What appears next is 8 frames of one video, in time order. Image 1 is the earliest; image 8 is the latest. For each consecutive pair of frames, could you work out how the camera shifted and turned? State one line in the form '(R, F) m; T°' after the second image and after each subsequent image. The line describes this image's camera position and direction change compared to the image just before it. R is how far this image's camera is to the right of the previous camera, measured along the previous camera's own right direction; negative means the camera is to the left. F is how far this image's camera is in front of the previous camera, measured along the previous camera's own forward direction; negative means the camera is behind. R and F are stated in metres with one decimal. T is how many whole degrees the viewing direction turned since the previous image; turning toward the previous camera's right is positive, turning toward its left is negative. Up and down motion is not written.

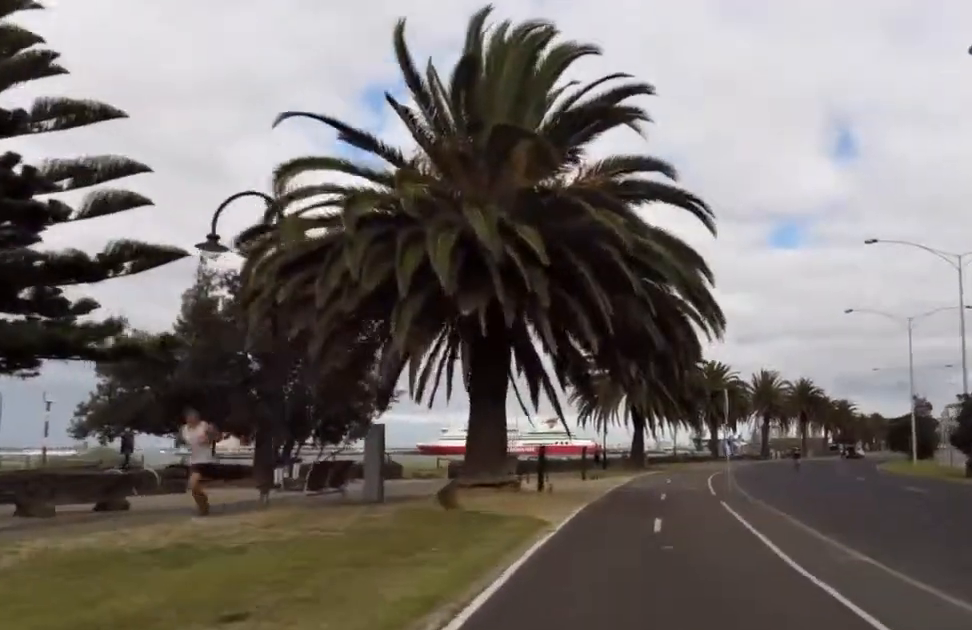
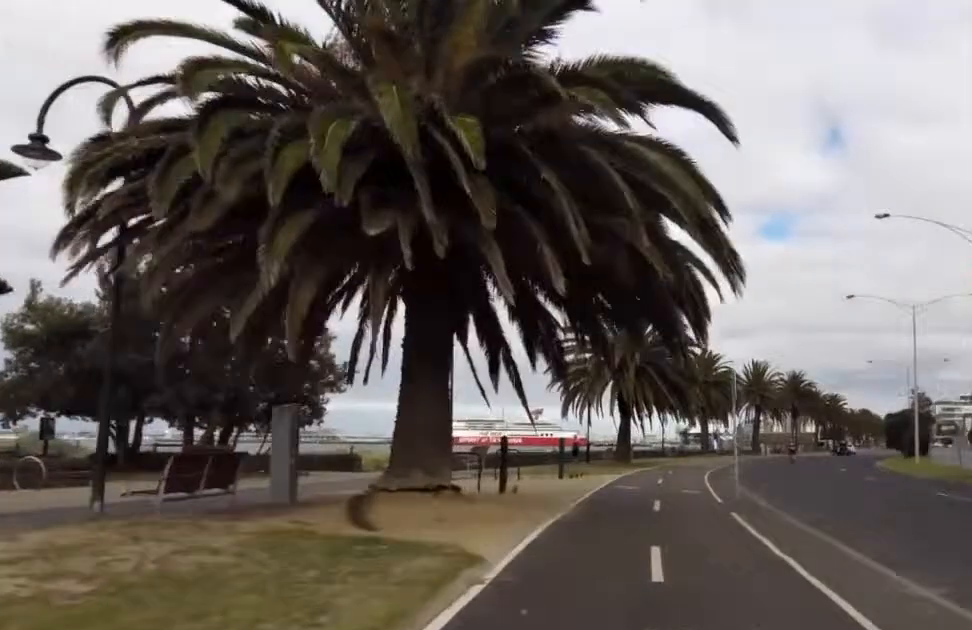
(+0.5, +3.8) m; 0°
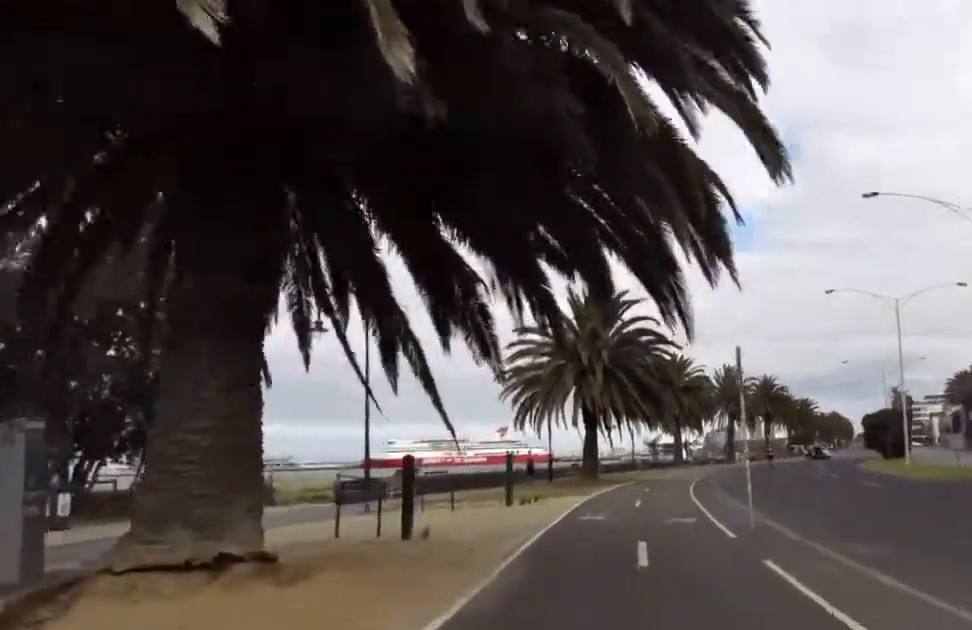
(+0.4, +4.9) m; 0°
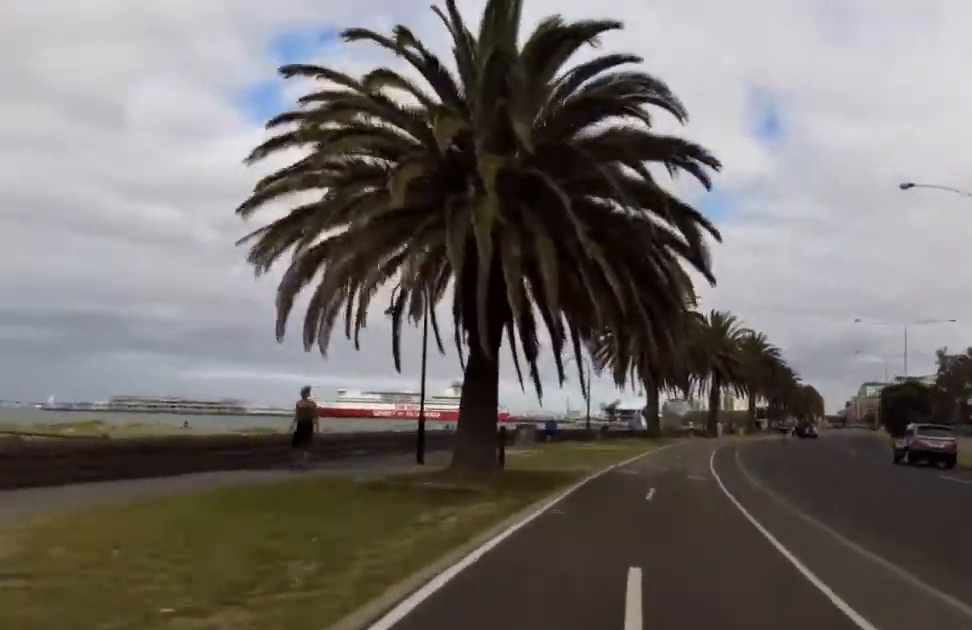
(+1.6, +19.0) m; +12°
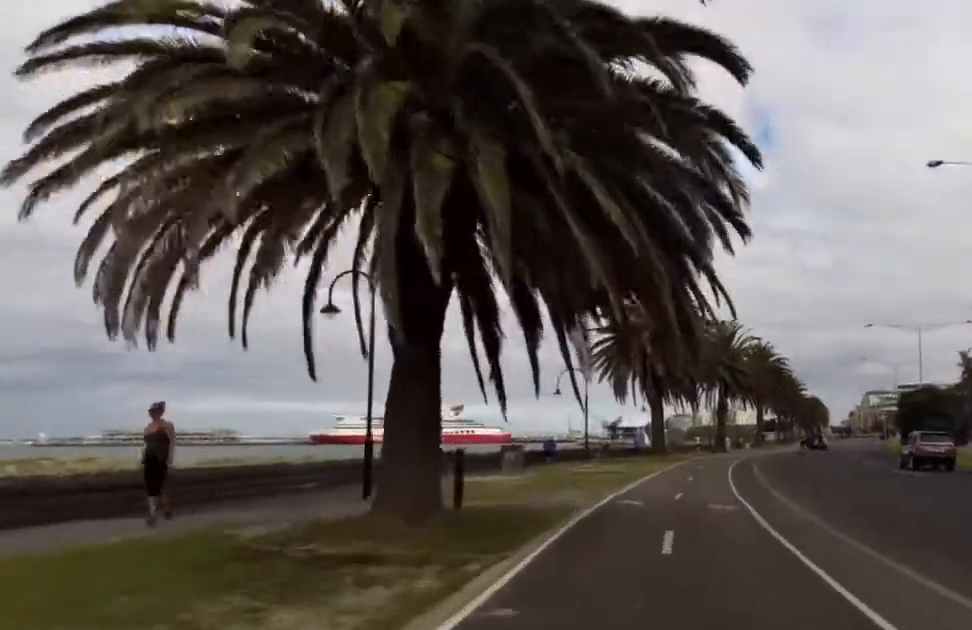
(0.0, +4.0) m; 0°
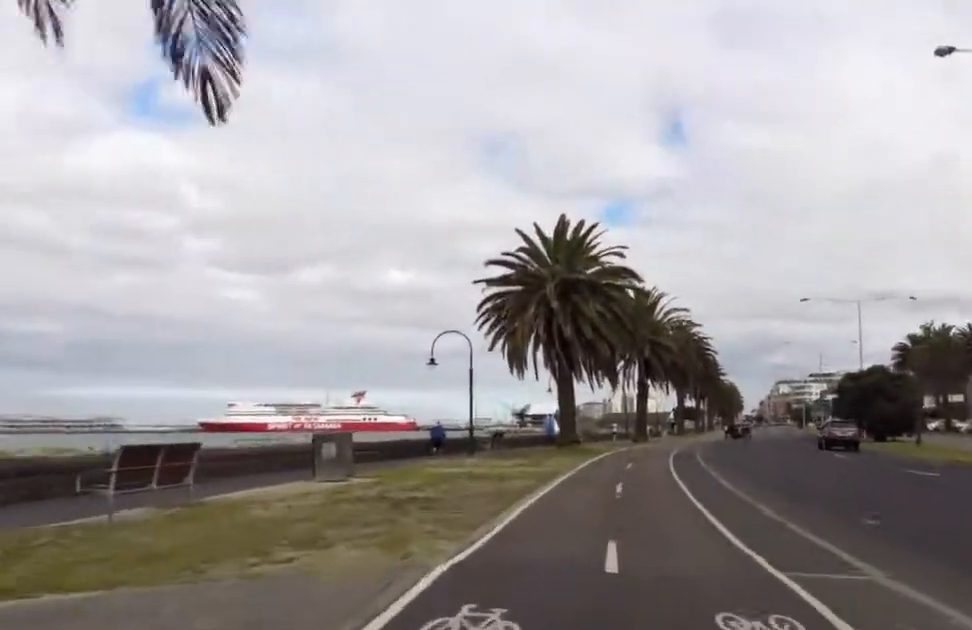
(0.0, +9.1) m; 0°
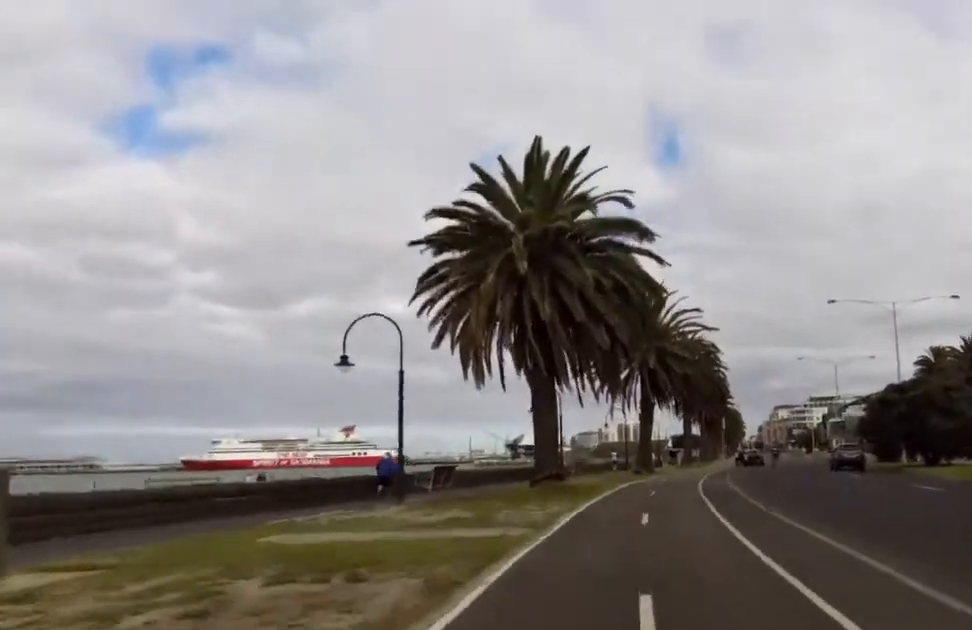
(0.0, +9.2) m; +3°
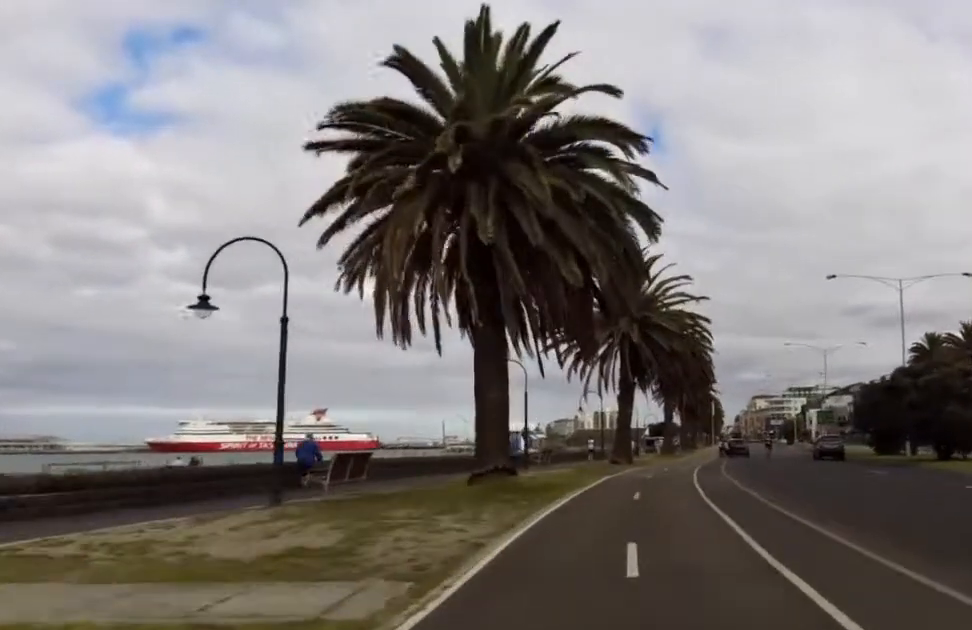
(-0.2, +5.5) m; +6°
